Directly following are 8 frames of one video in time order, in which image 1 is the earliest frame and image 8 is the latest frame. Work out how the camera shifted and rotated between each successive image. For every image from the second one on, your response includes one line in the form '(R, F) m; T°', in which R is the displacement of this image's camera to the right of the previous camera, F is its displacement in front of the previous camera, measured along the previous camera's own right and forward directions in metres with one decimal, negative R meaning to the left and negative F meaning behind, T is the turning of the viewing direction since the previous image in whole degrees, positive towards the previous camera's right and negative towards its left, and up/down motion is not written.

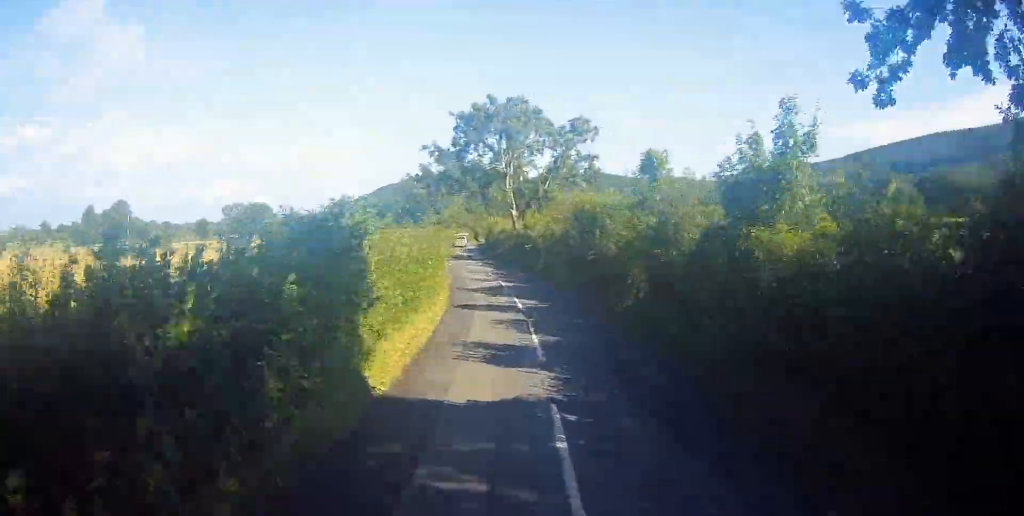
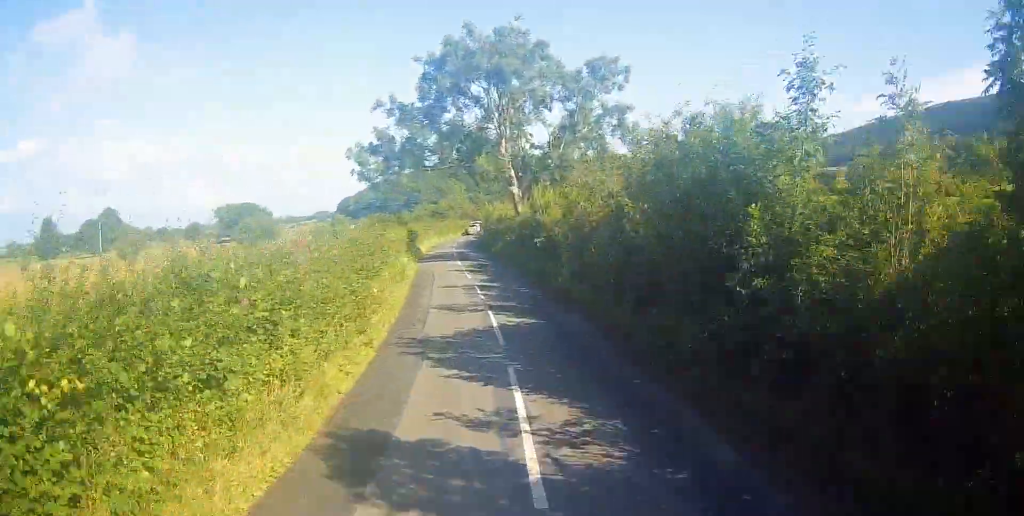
(-0.2, +14.5) m; -1°
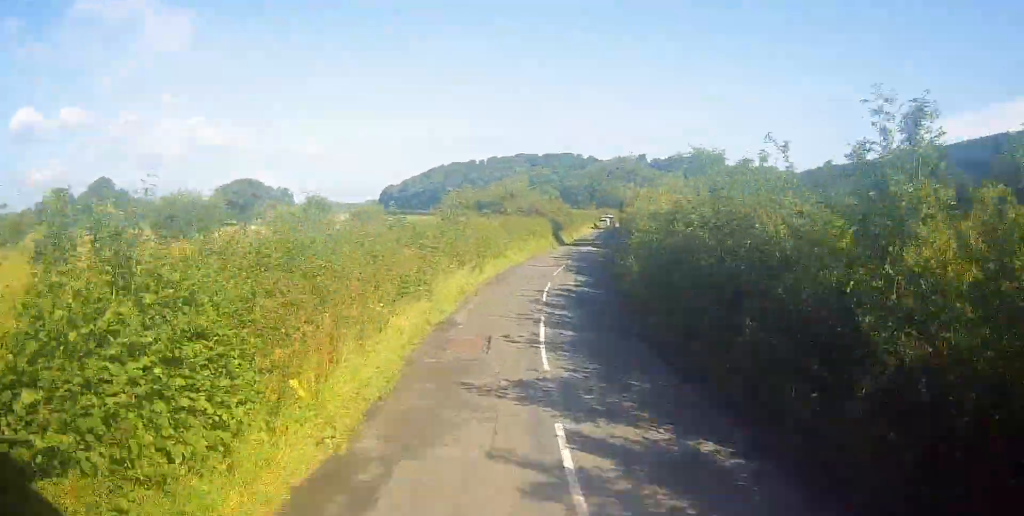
(-0.2, +47.0) m; -4°
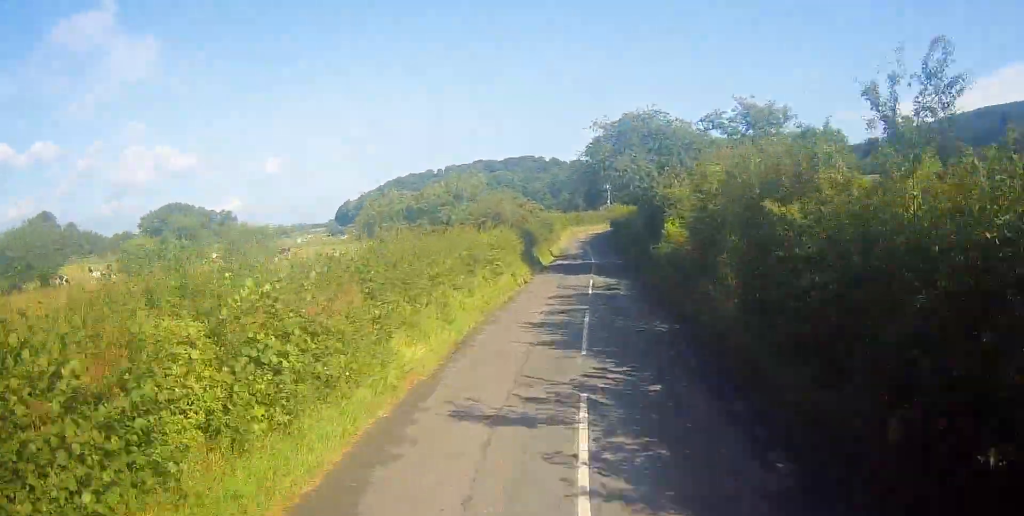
(-1.3, +21.4) m; +4°
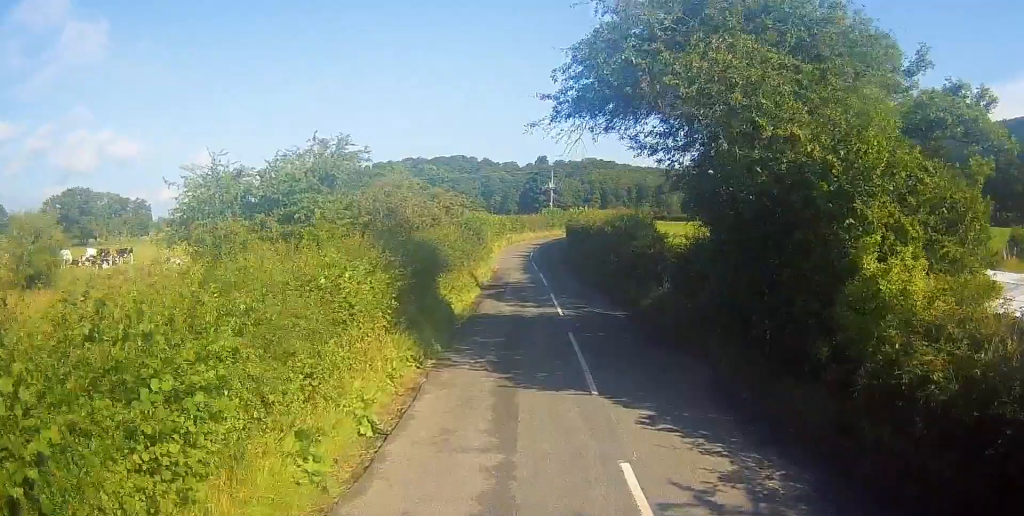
(+1.7, +16.8) m; +7°
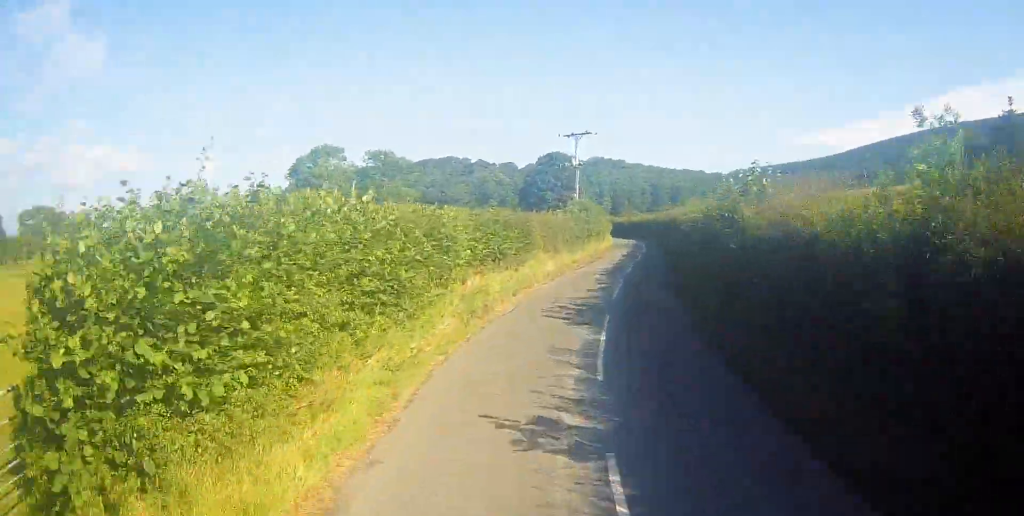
(+4.0, +39.3) m; +7°
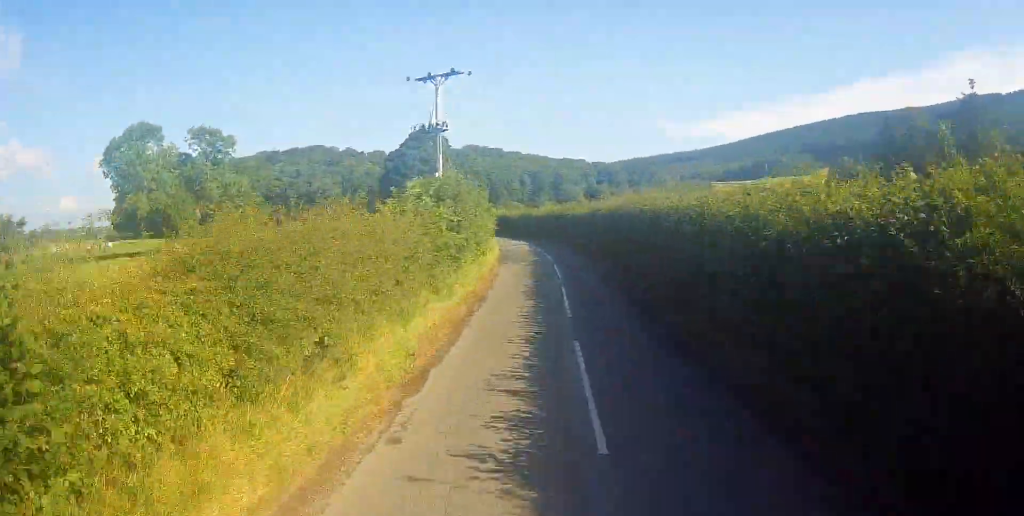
(0.0, +20.1) m; 0°
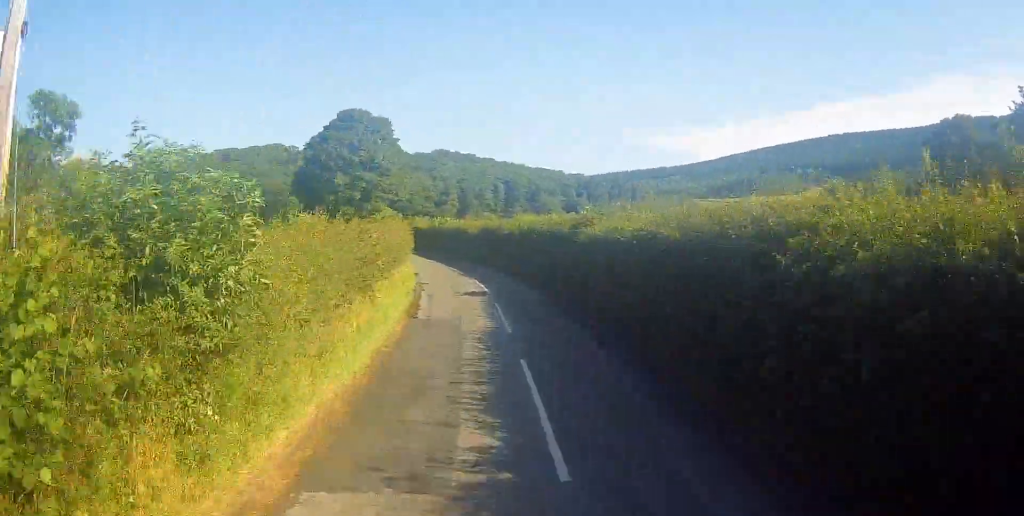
(-0.1, +22.3) m; -1°
